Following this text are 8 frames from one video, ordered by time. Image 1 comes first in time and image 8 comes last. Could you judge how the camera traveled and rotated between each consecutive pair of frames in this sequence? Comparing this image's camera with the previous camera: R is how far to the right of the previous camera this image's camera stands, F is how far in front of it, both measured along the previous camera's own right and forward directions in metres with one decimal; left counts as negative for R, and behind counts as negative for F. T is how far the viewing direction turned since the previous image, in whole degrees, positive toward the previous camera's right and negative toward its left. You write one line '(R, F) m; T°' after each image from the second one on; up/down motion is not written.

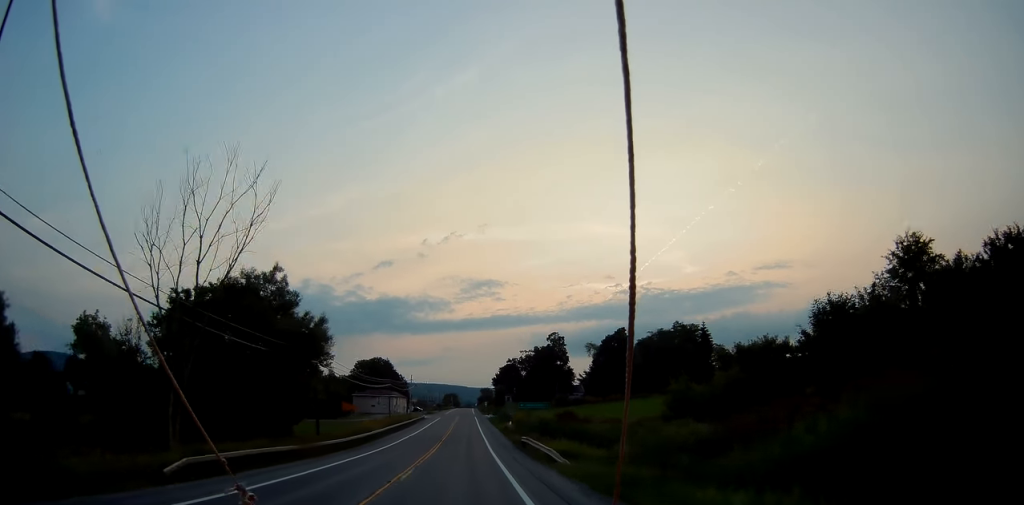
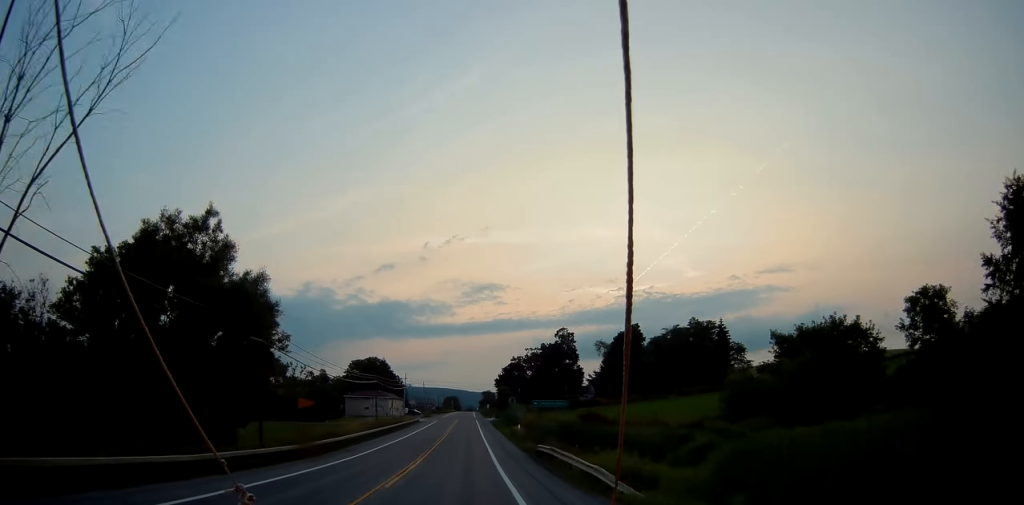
(+0.2, +11.6) m; 0°
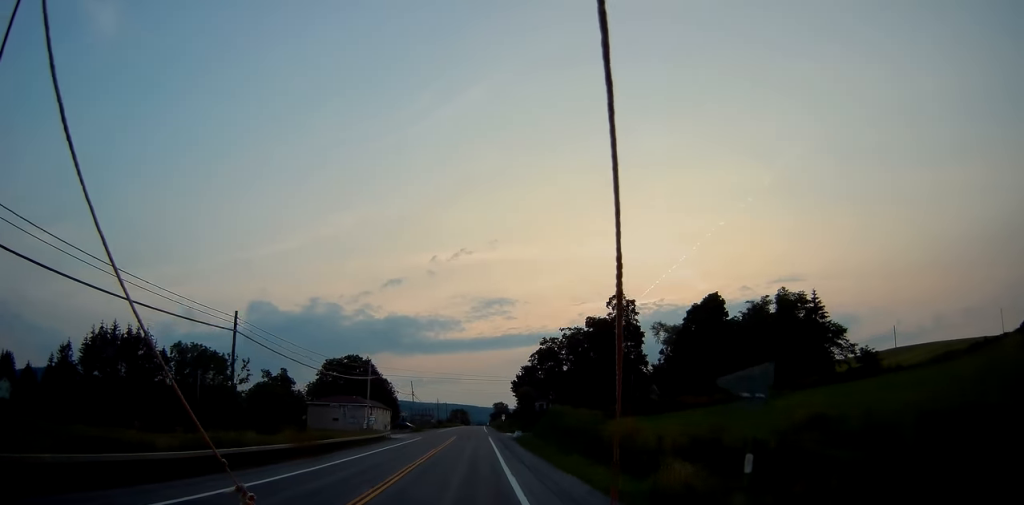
(-0.9, +44.3) m; -1°
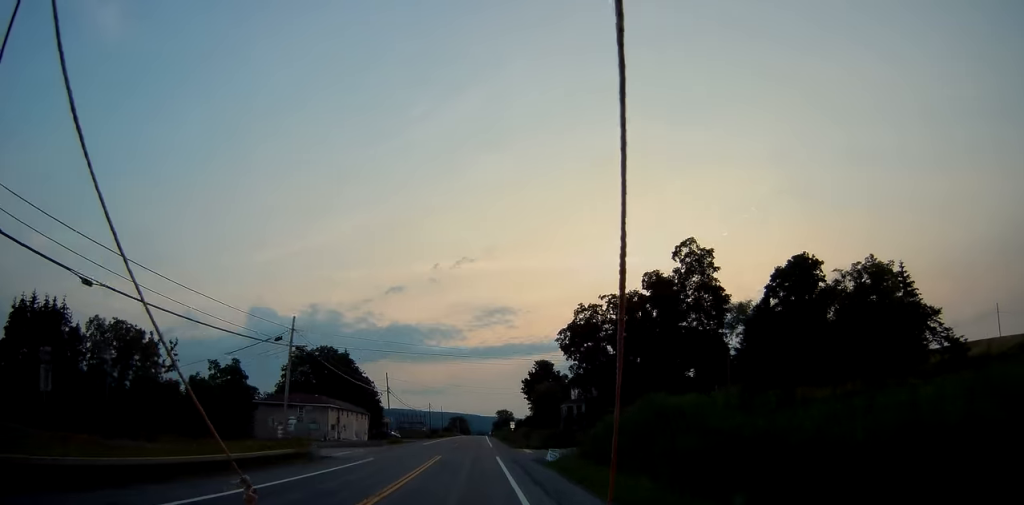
(+0.2, +28.9) m; 0°
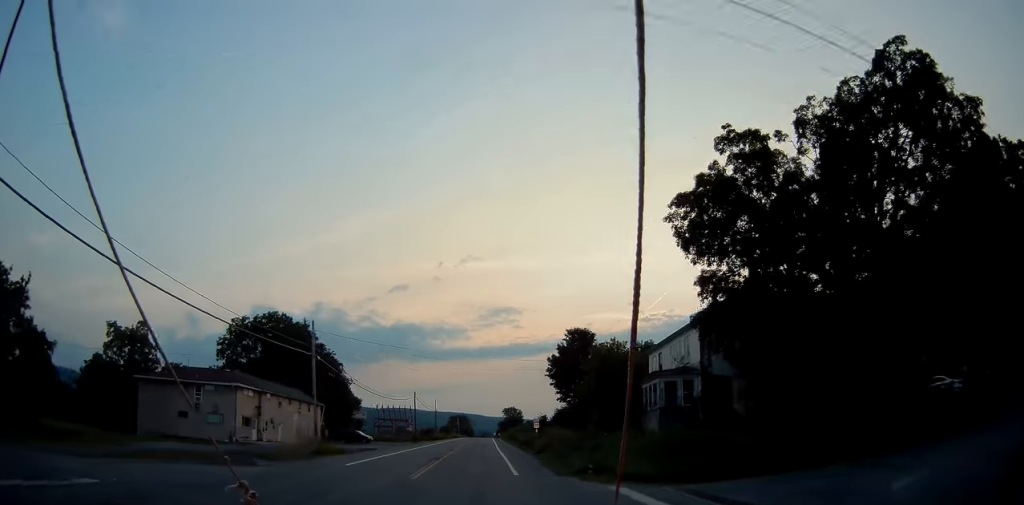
(-0.5, +34.3) m; -1°
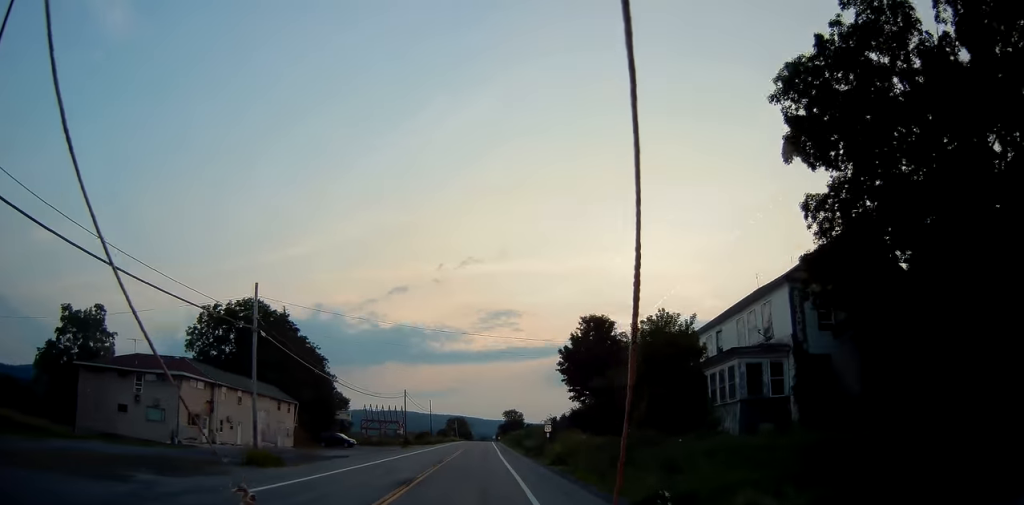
(0.0, +10.5) m; 0°
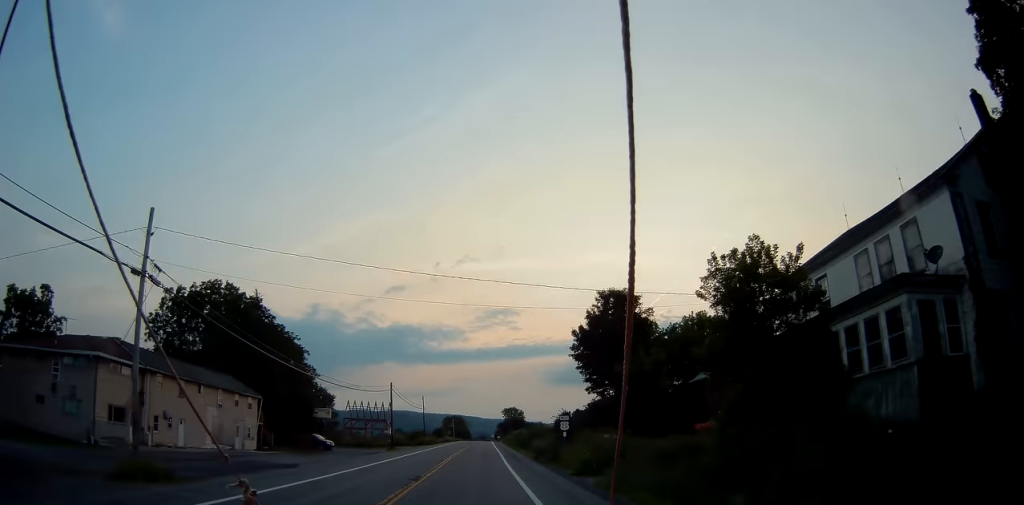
(-0.1, +10.5) m; 0°
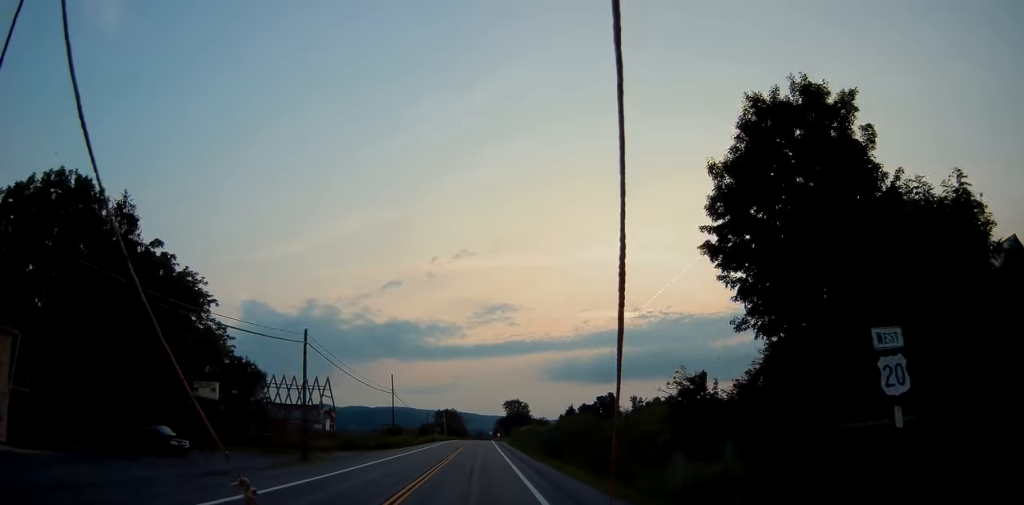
(+0.4, +32.3) m; 0°
